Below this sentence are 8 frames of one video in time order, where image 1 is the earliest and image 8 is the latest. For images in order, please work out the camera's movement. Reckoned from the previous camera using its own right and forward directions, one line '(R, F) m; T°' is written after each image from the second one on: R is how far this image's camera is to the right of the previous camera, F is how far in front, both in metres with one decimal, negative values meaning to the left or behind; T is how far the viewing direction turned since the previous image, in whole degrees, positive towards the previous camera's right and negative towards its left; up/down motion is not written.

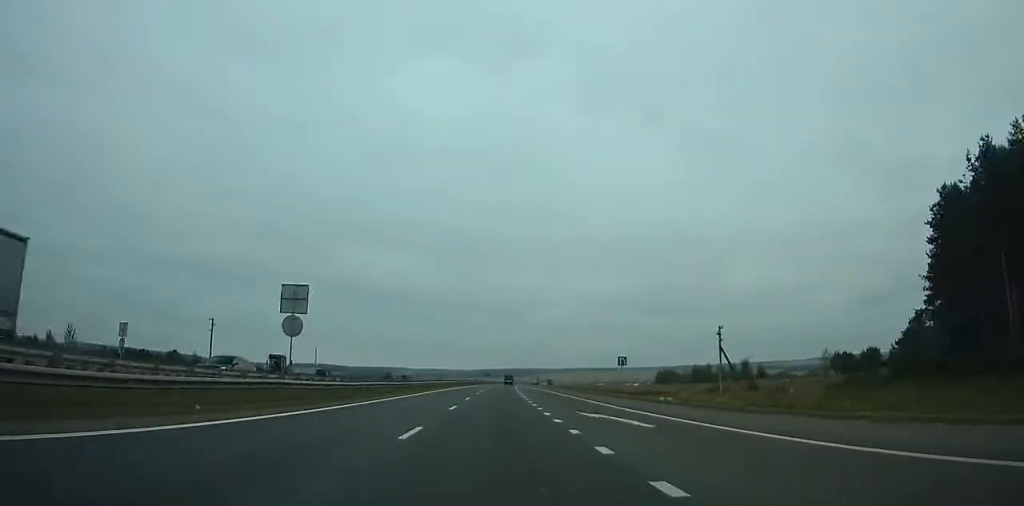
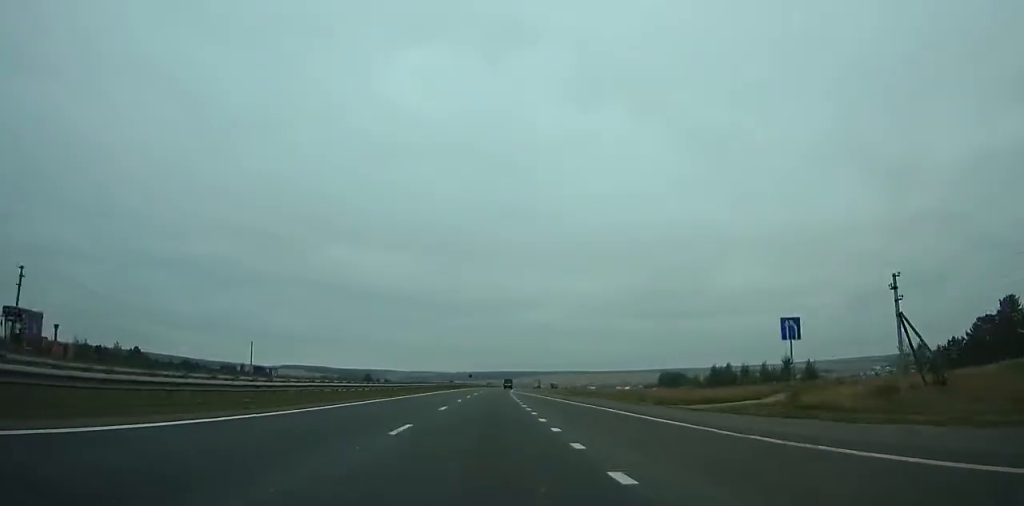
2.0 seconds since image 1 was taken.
(+0.5, +34.5) m; +1°
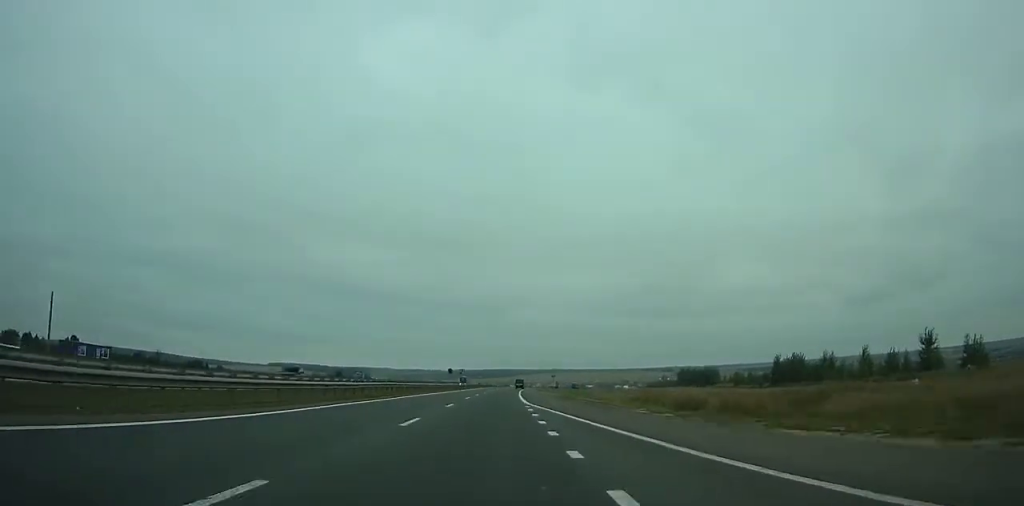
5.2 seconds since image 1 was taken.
(+0.7, +56.5) m; +1°
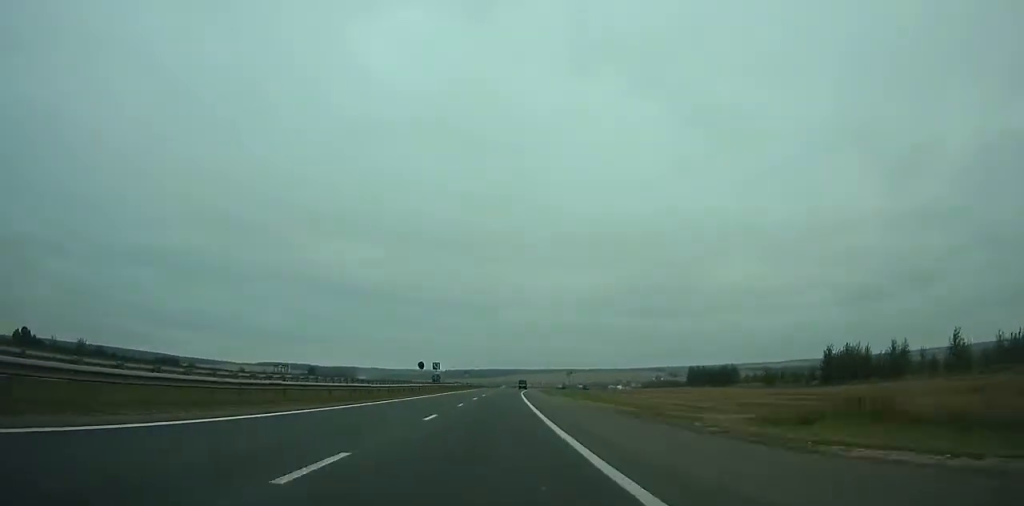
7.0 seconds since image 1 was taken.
(+0.1, +32.6) m; +1°
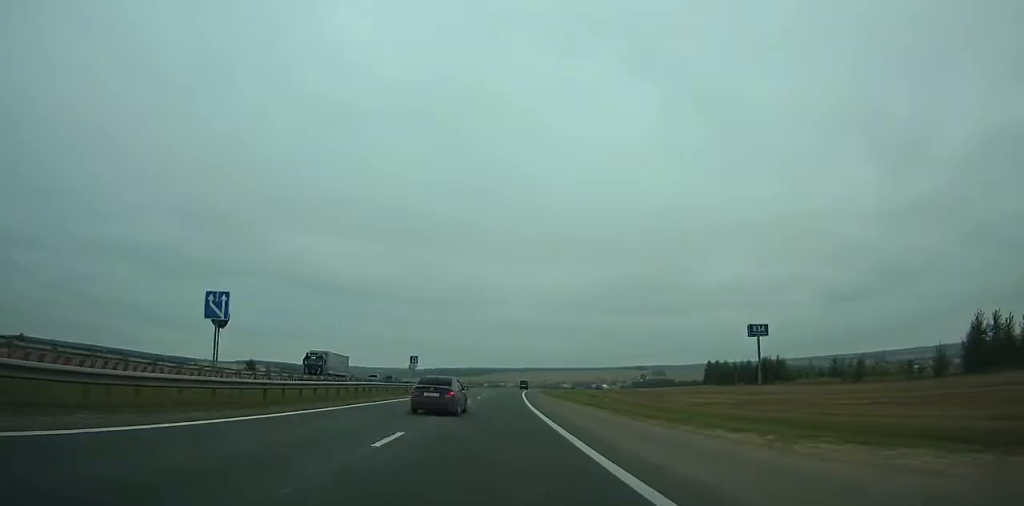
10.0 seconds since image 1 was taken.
(+0.4, +55.9) m; +1°
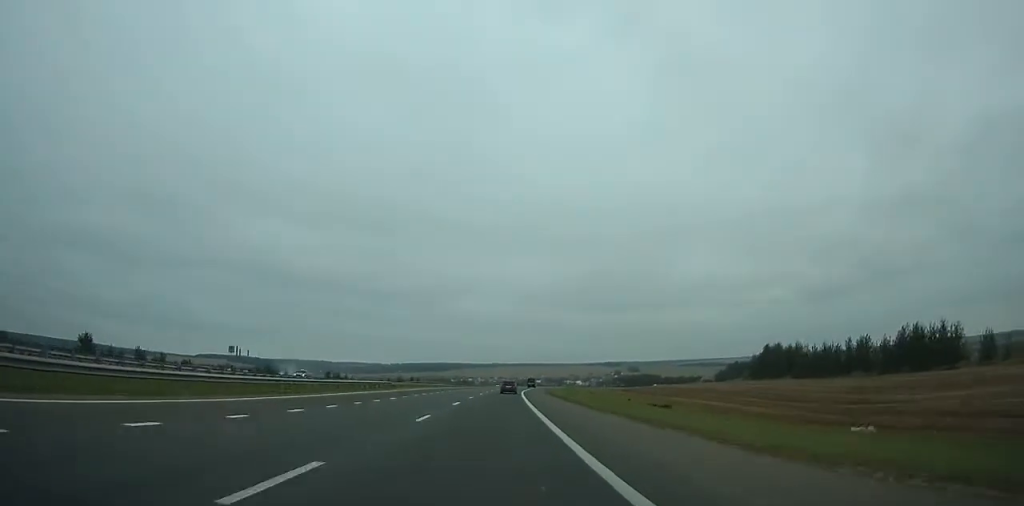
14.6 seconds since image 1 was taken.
(+2.9, +88.4) m; +4°
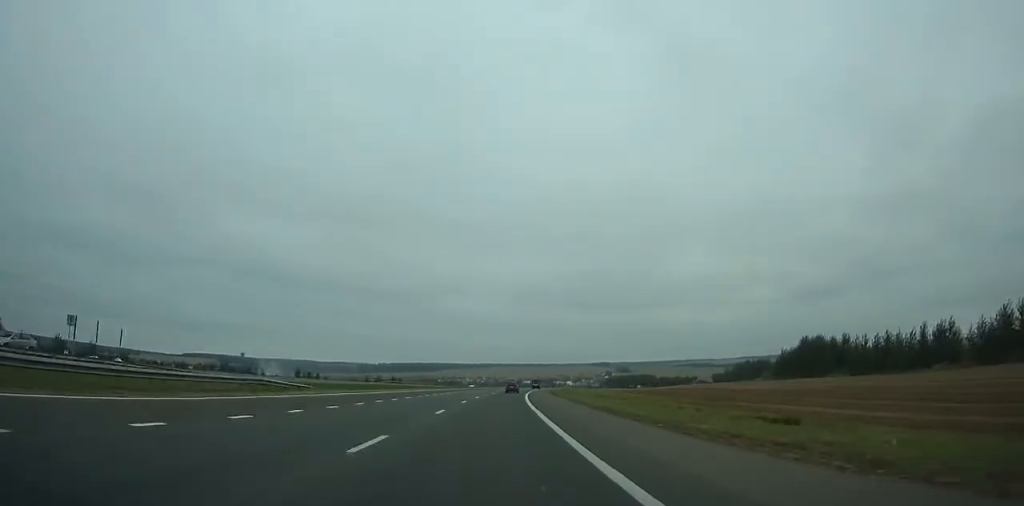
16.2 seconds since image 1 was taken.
(+0.3, +31.5) m; +1°
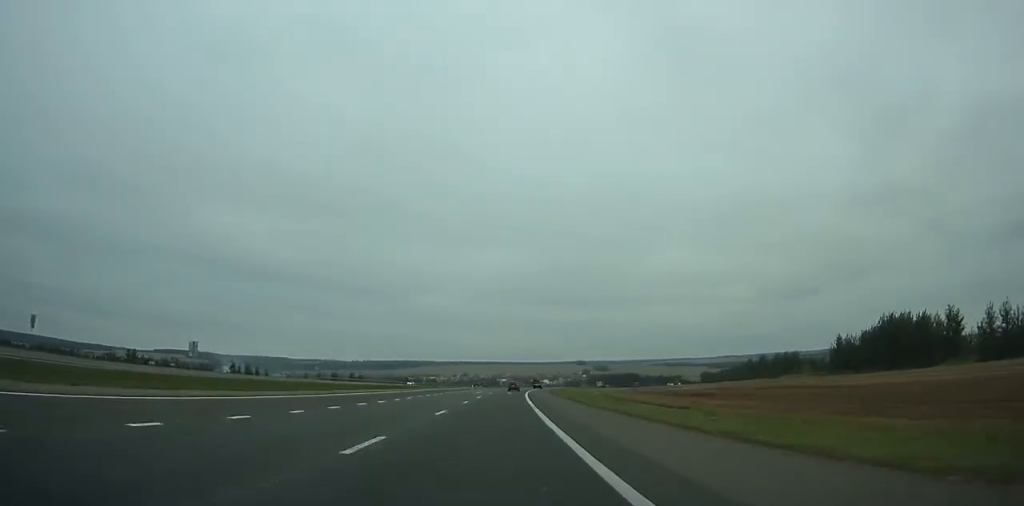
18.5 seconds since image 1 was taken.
(-0.1, +45.9) m; +1°
